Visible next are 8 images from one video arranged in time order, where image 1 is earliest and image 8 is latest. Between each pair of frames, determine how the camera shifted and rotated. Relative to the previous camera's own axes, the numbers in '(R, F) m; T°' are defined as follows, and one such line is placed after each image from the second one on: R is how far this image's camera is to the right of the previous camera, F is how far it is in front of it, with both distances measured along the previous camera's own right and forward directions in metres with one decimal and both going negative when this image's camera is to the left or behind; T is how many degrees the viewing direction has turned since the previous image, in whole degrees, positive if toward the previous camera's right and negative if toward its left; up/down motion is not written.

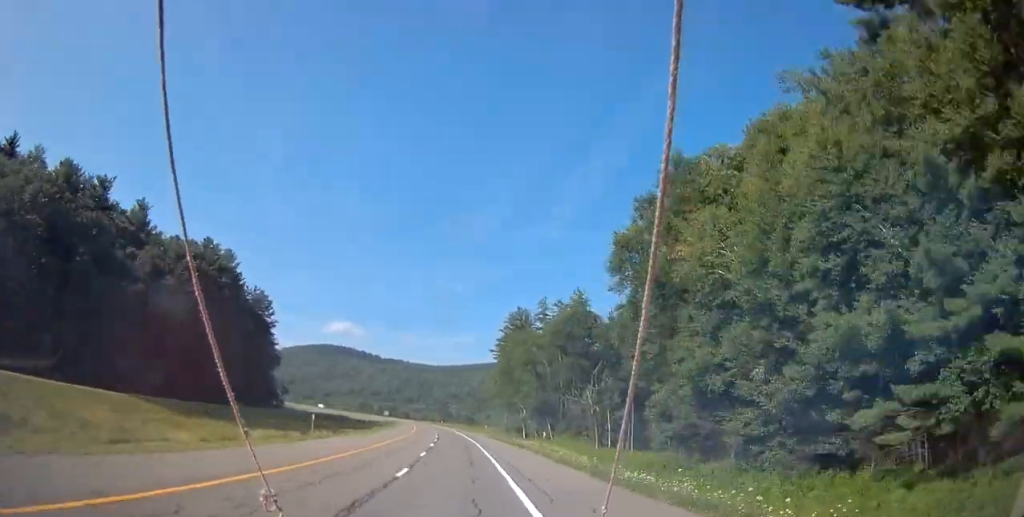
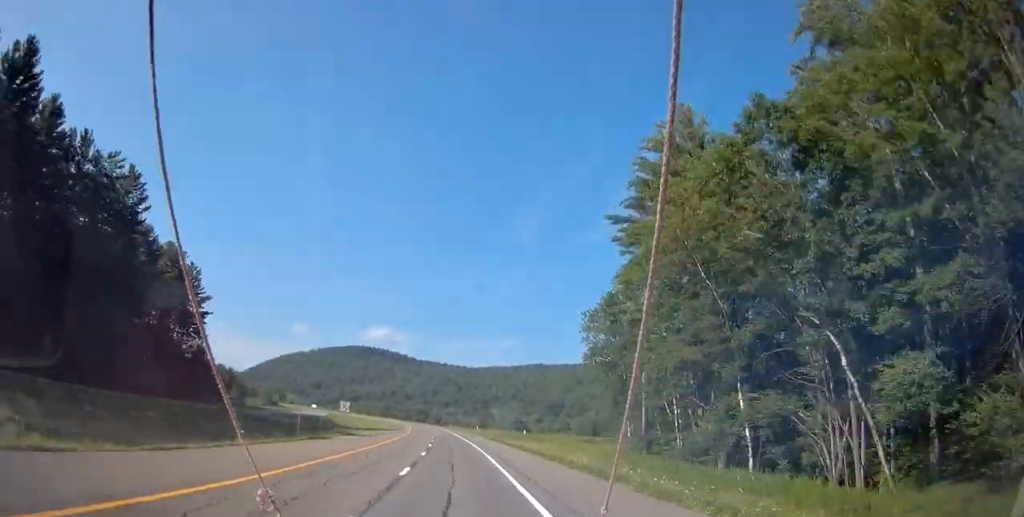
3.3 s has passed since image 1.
(-3.5, +97.1) m; -5°
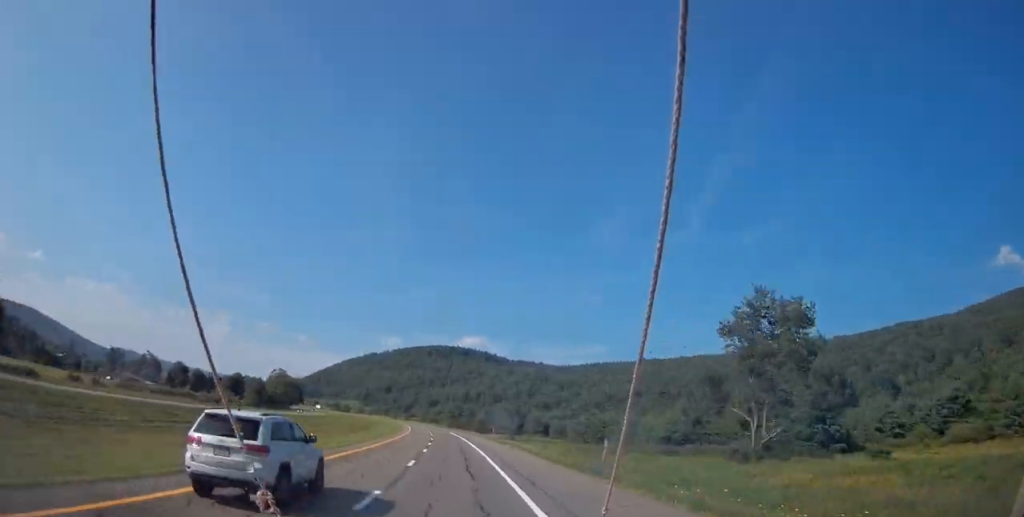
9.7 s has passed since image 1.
(-15.1, +186.7) m; -9°
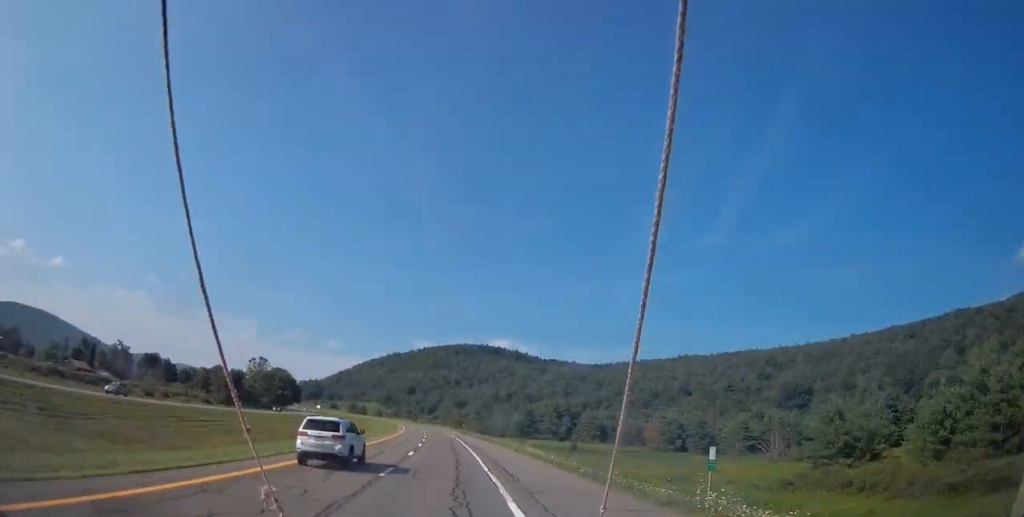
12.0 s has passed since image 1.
(-1.2, +66.3) m; -3°
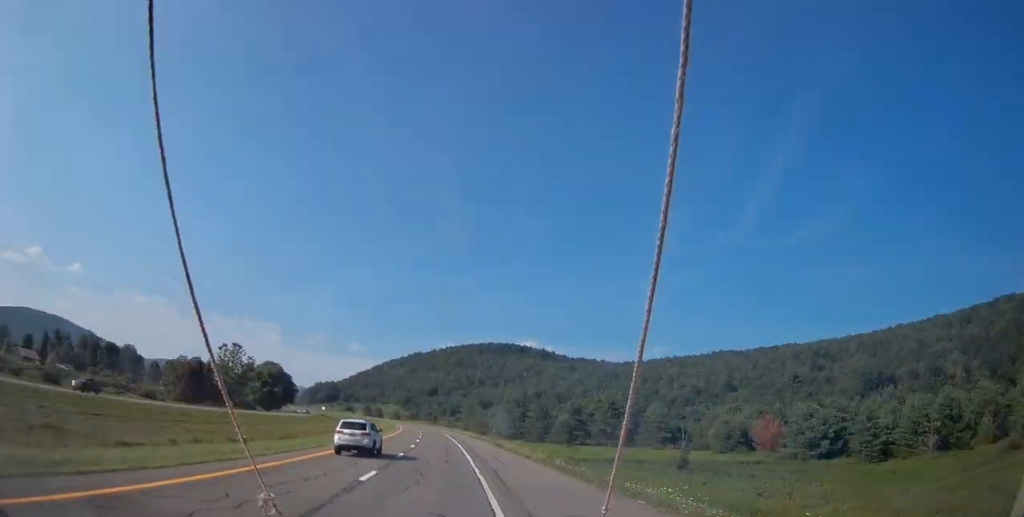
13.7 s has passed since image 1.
(-1.7, +50.2) m; -3°
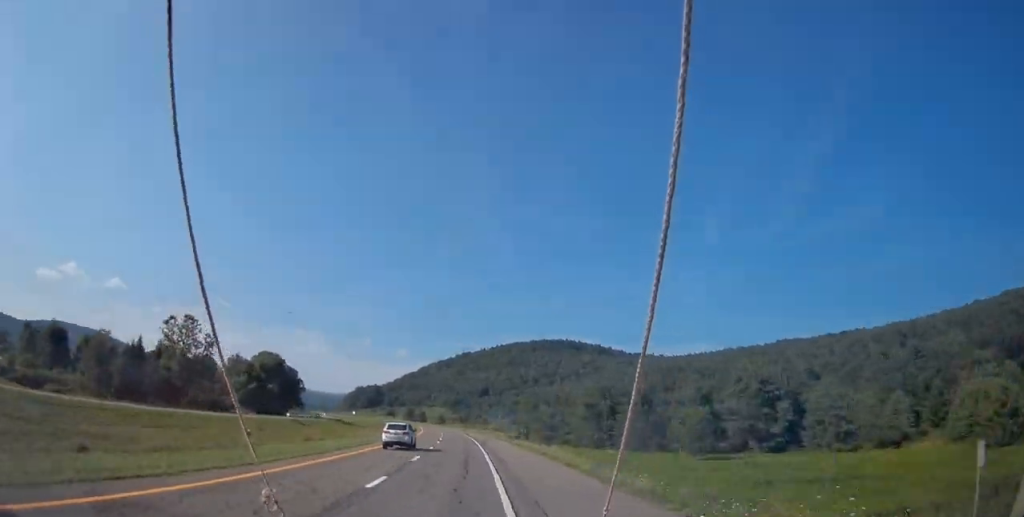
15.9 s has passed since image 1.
(-0.9, +62.0) m; -3°
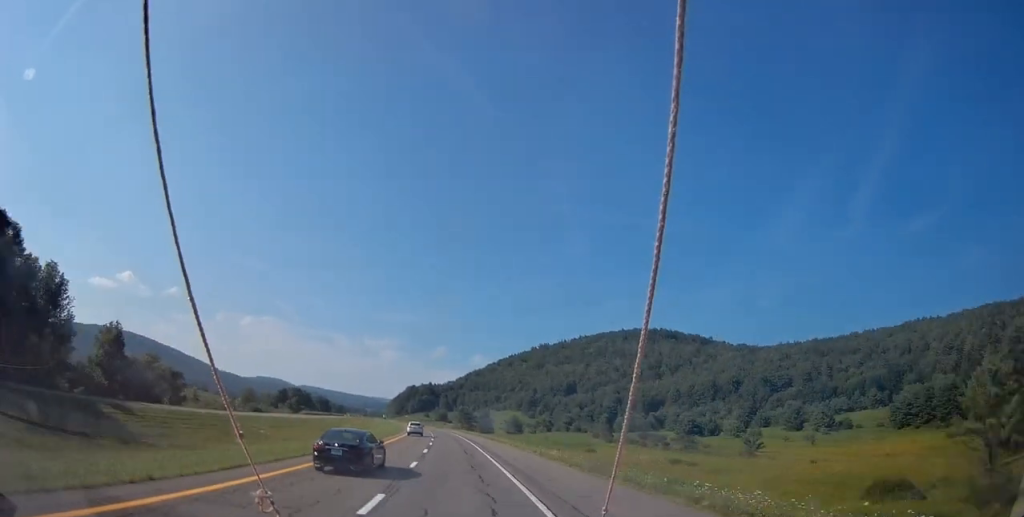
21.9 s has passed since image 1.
(-13.6, +175.4) m; -8°
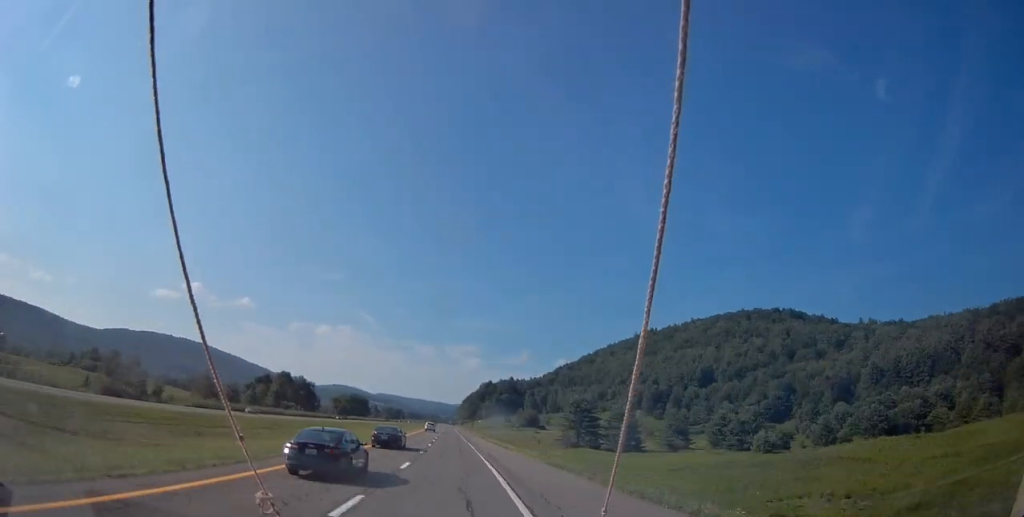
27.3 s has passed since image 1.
(-8.9, +158.8) m; -7°
